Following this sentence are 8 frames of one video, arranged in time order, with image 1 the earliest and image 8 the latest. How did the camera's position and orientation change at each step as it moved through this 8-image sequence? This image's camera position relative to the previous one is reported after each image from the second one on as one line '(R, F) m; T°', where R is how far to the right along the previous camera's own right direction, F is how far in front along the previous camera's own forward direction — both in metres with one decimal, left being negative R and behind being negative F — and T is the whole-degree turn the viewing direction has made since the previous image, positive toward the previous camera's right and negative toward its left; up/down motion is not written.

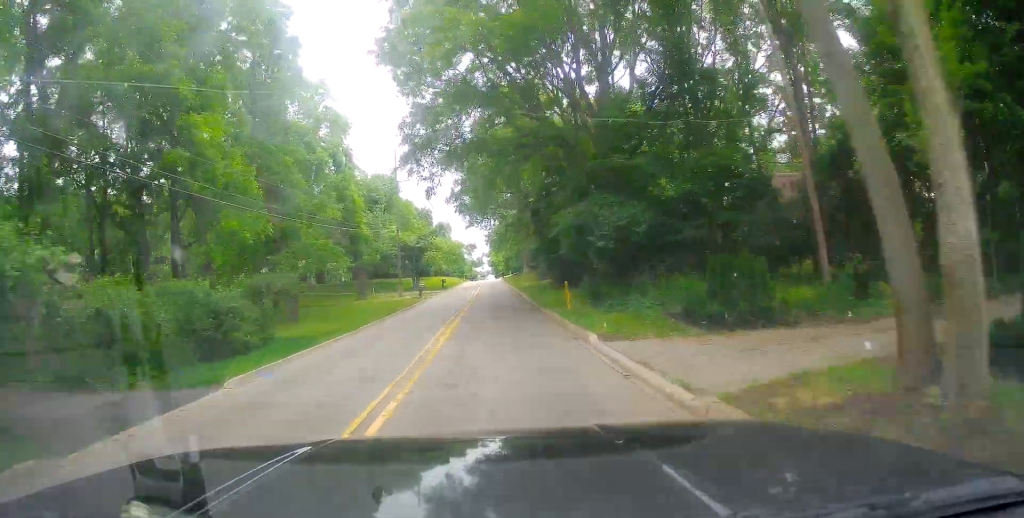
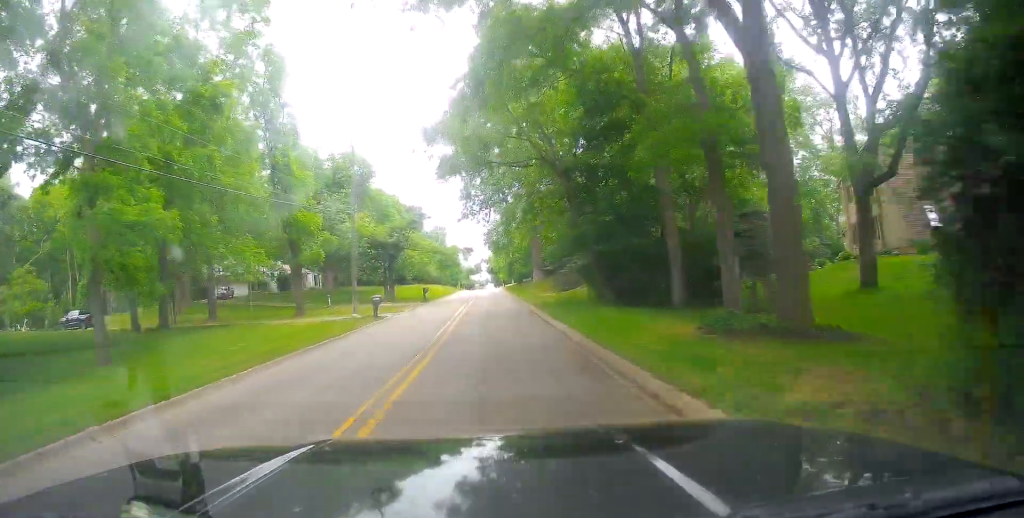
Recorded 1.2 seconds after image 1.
(-0.5, +20.5) m; 0°
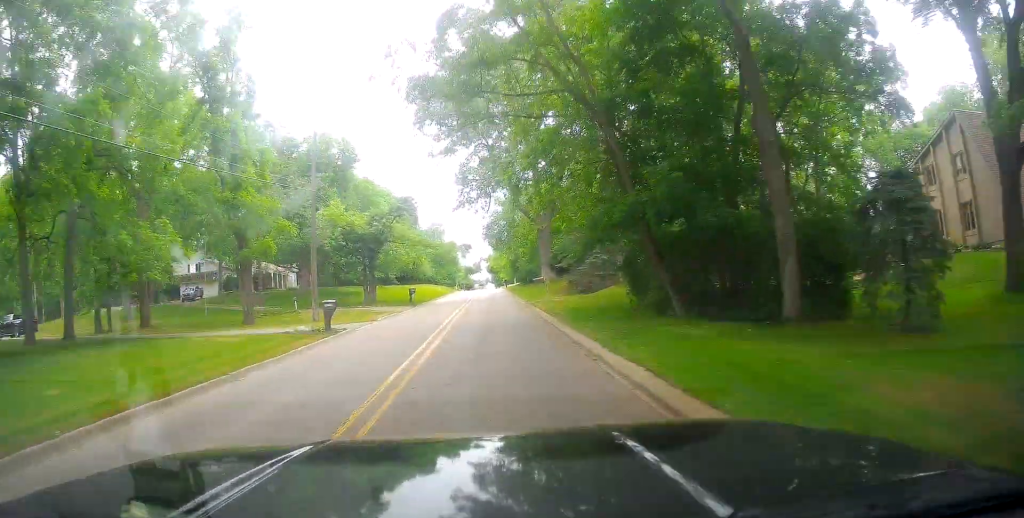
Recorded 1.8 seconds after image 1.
(+0.4, +10.0) m; +1°
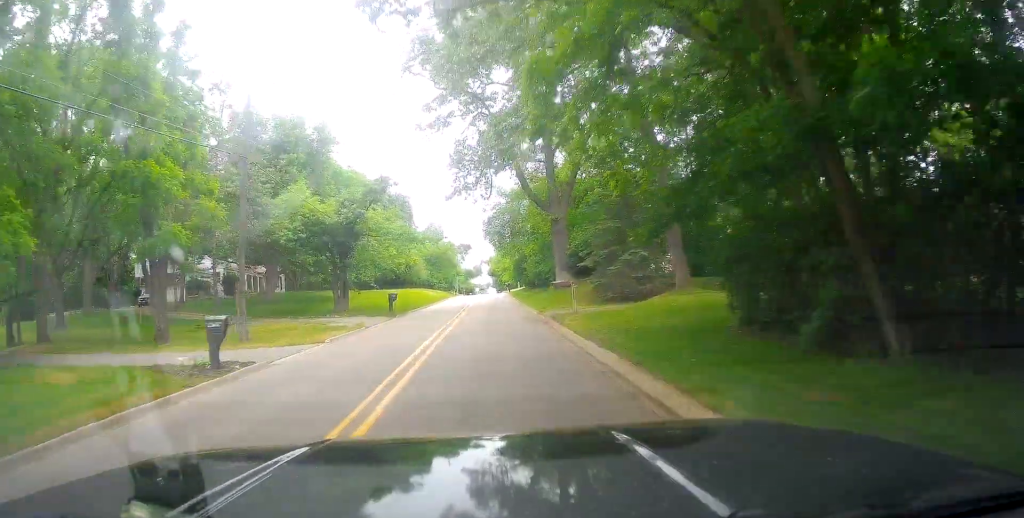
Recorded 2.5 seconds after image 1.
(+0.2, +10.5) m; 0°
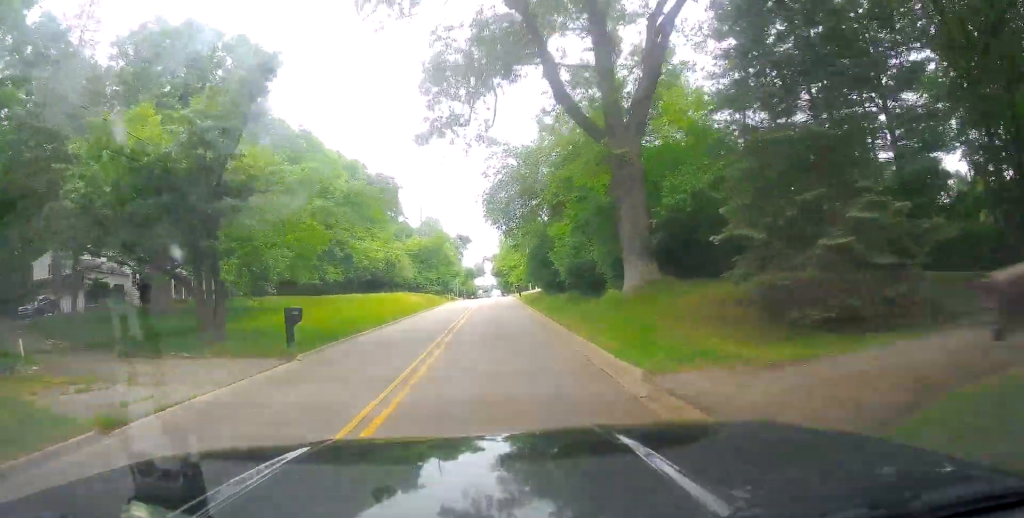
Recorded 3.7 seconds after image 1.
(-0.4, +20.2) m; -1°
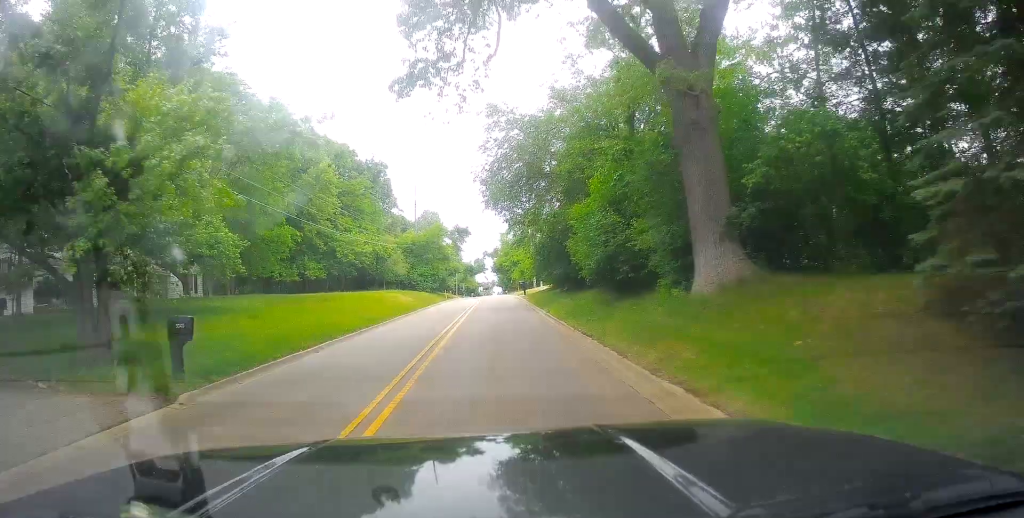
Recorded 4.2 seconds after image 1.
(0.0, +7.2) m; 0°
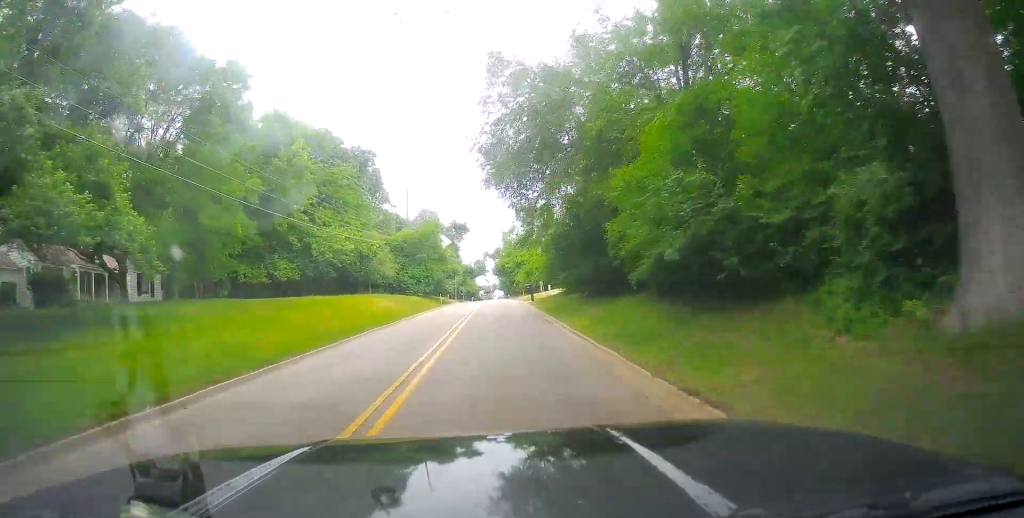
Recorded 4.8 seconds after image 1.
(0.0, +8.7) m; 0°
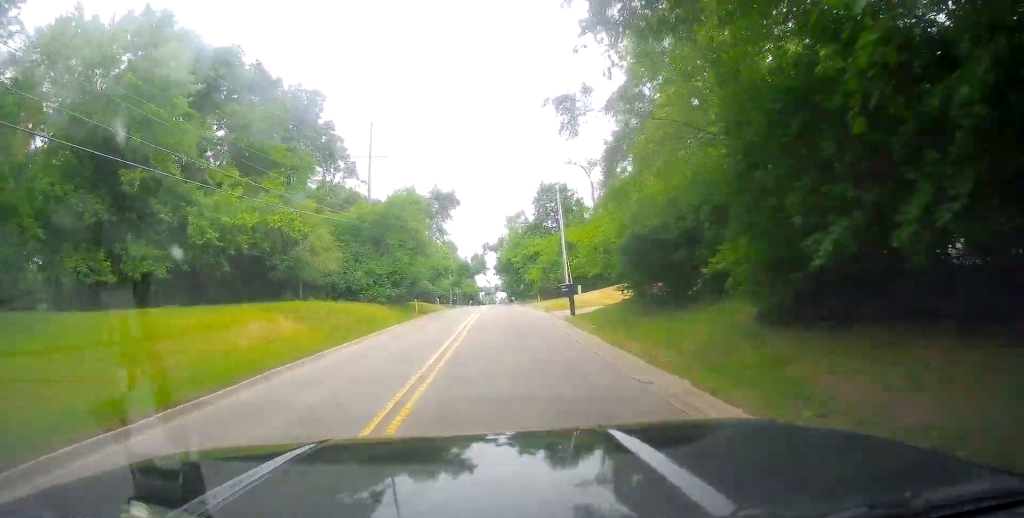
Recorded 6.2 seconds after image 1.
(0.0, +21.7) m; 0°
